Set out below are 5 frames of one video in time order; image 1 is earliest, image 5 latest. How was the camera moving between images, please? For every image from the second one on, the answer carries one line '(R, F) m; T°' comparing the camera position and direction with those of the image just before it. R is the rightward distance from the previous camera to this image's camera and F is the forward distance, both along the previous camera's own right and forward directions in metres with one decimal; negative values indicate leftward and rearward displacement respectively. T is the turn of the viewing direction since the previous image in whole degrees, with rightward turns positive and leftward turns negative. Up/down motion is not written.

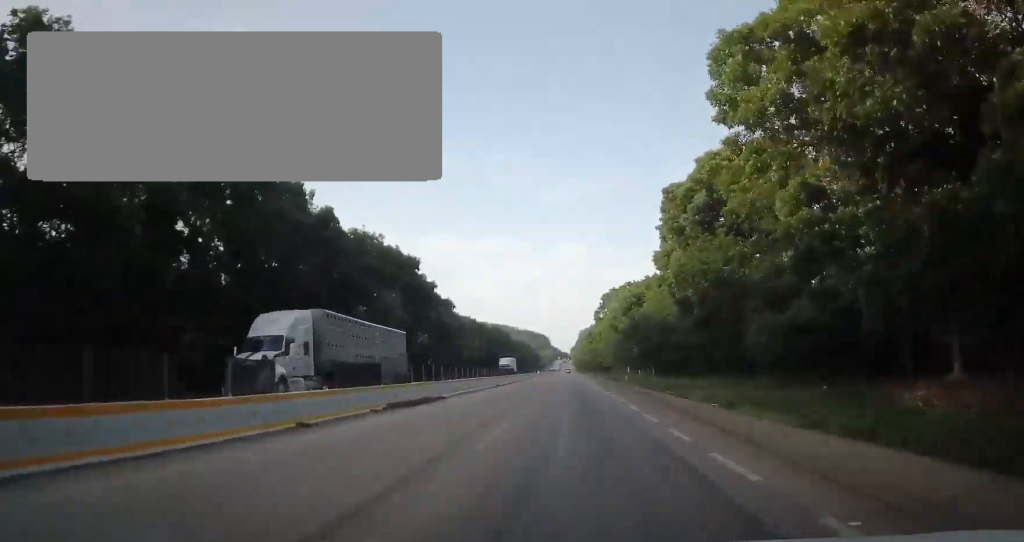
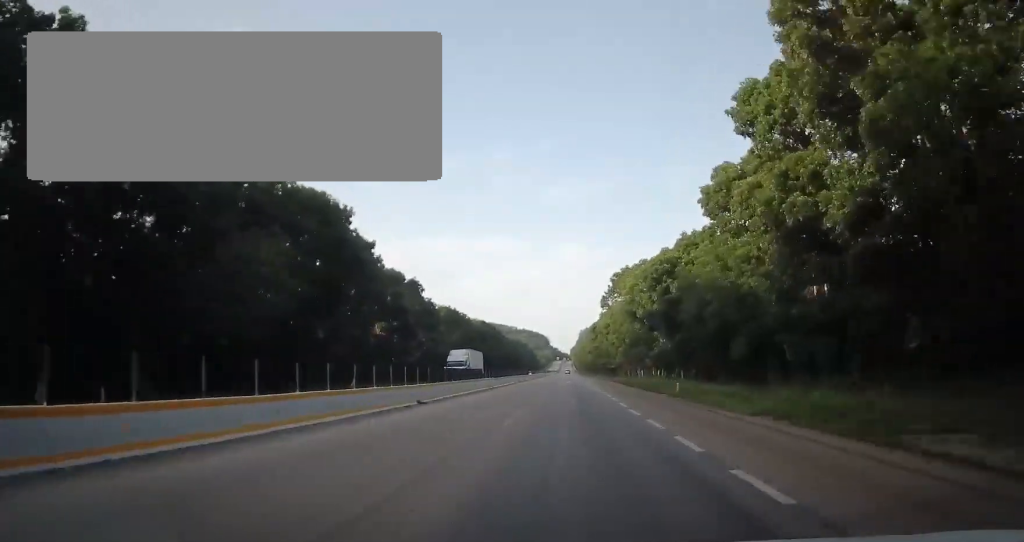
(-0.3, +26.1) m; 0°
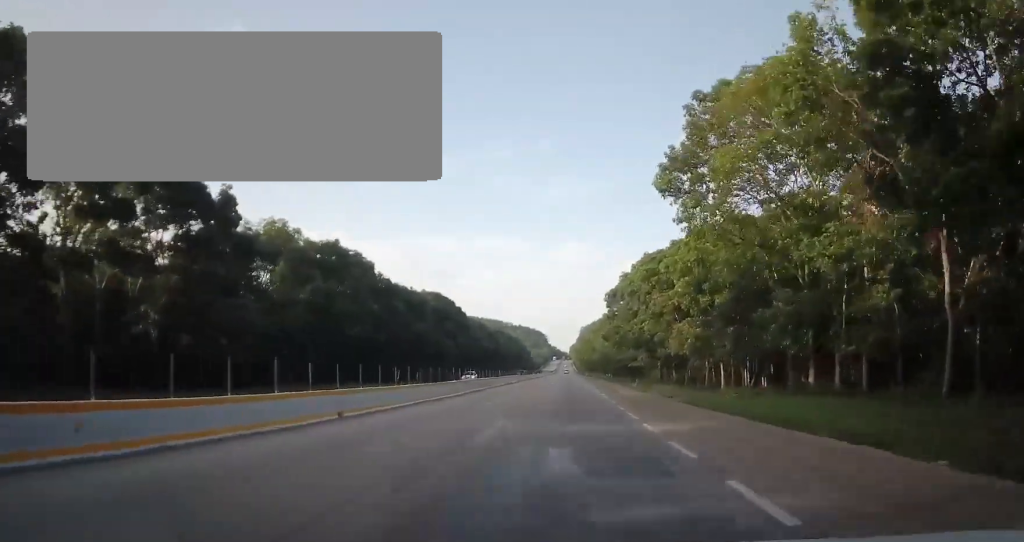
(+0.6, +63.3) m; +1°
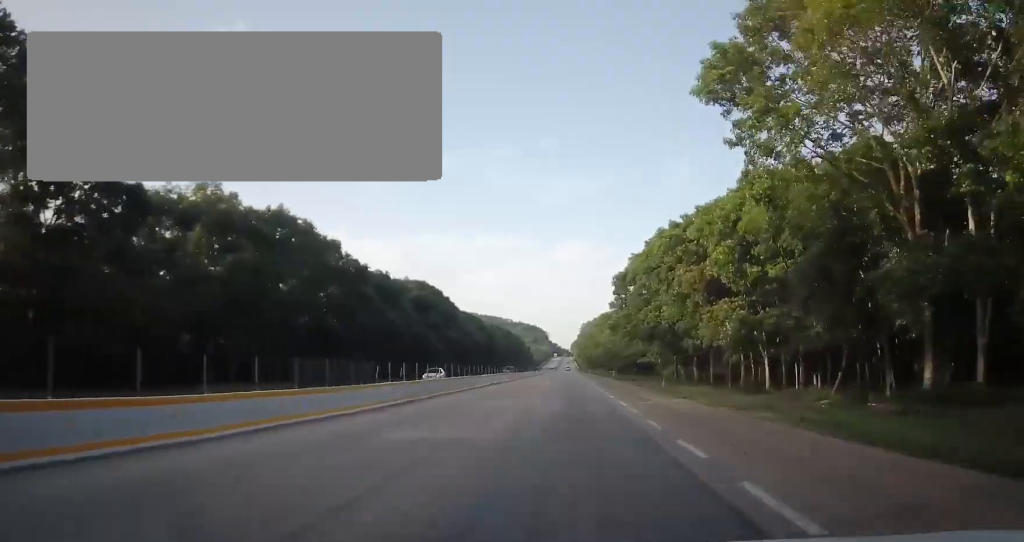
(+0.3, +12.7) m; 0°
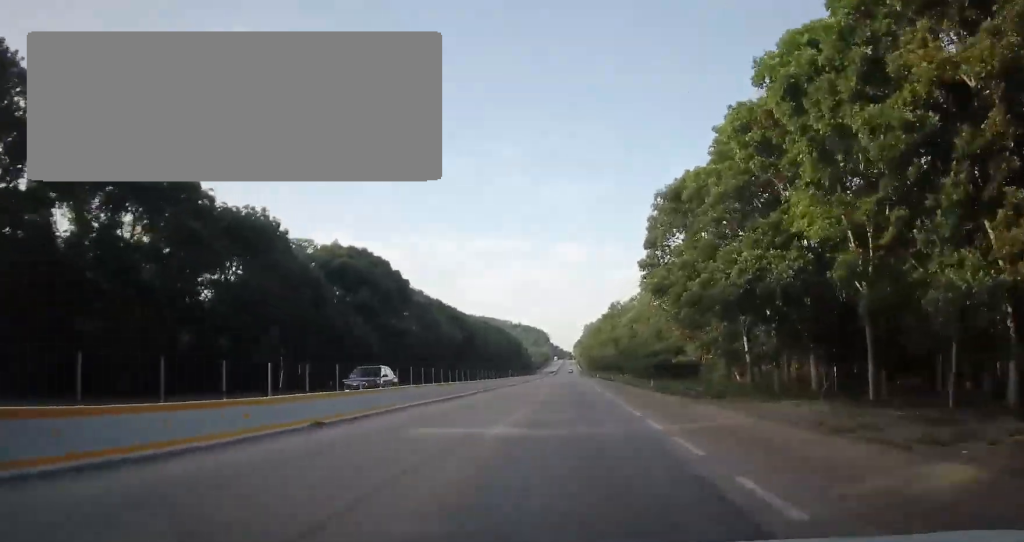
(-0.3, +33.0) m; -1°
